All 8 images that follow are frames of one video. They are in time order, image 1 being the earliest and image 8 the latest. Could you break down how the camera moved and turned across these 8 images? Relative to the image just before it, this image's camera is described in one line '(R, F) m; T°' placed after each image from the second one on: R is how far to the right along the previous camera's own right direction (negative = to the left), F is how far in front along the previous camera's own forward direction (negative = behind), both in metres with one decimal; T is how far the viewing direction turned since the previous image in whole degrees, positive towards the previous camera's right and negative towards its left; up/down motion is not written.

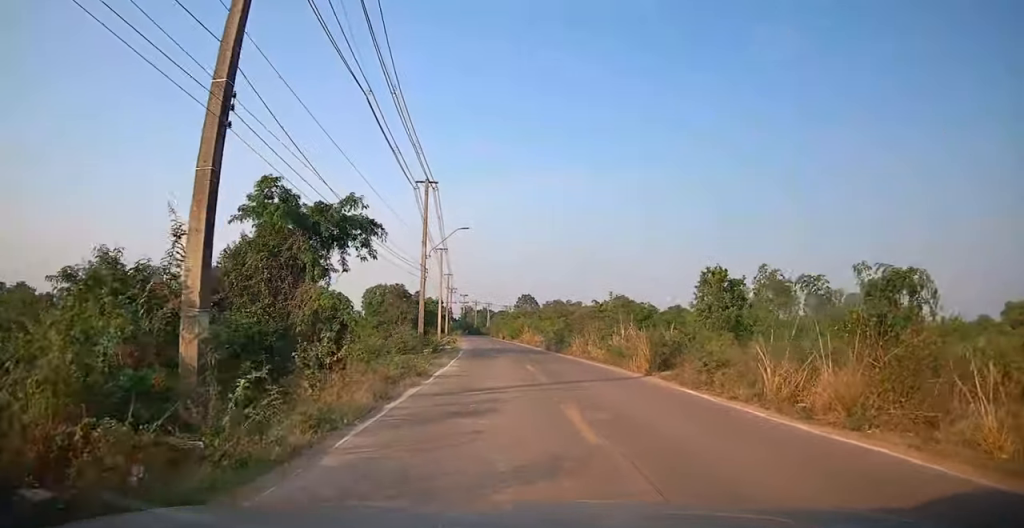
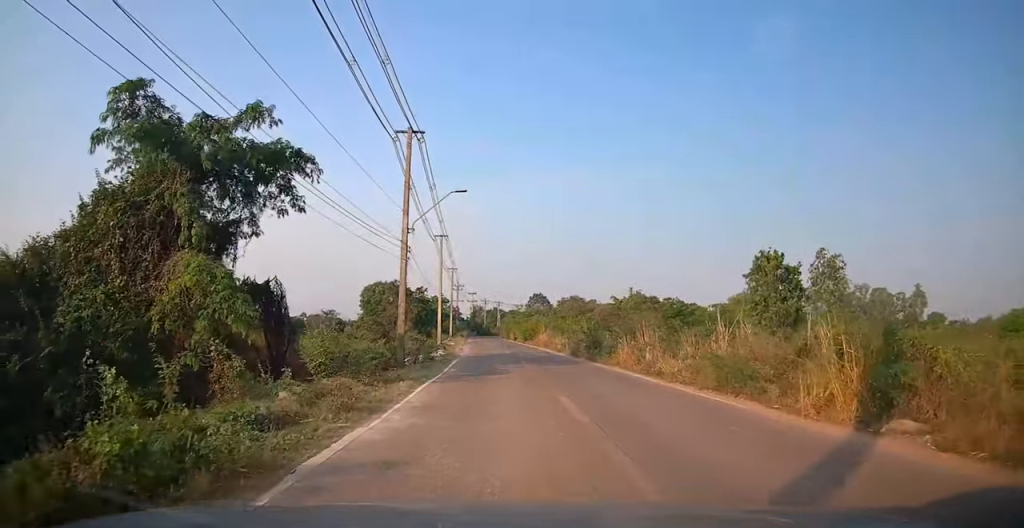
(-0.3, +10.1) m; -3°
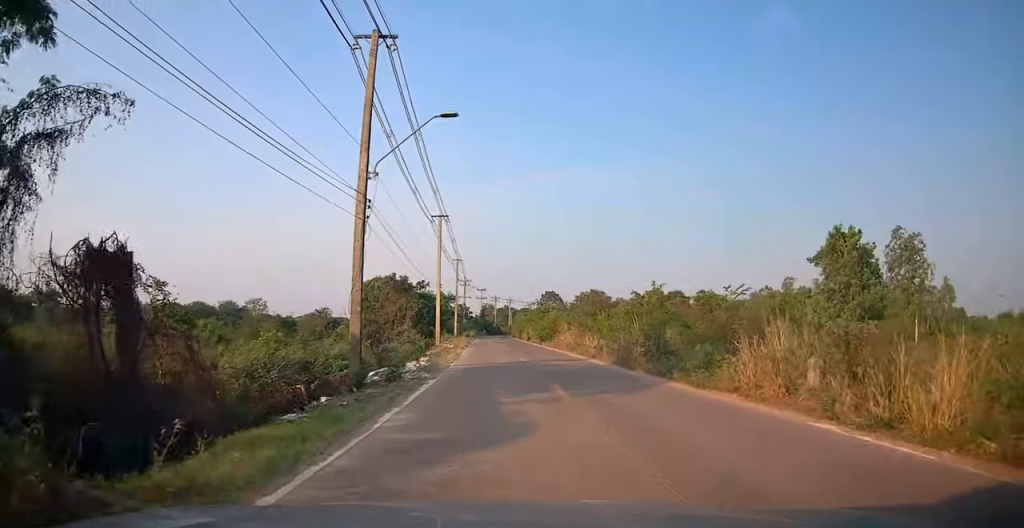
(-0.3, +9.8) m; 0°
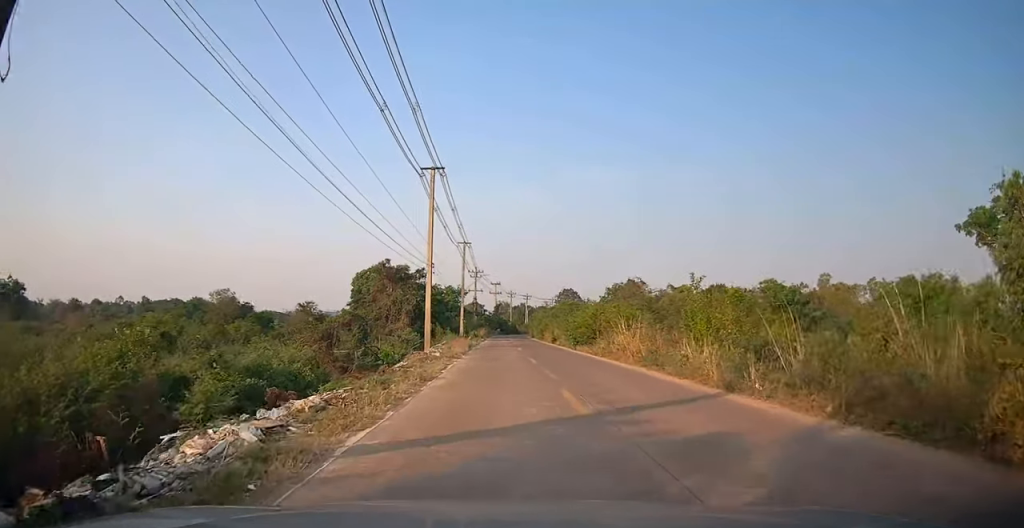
(+0.4, +14.4) m; -2°
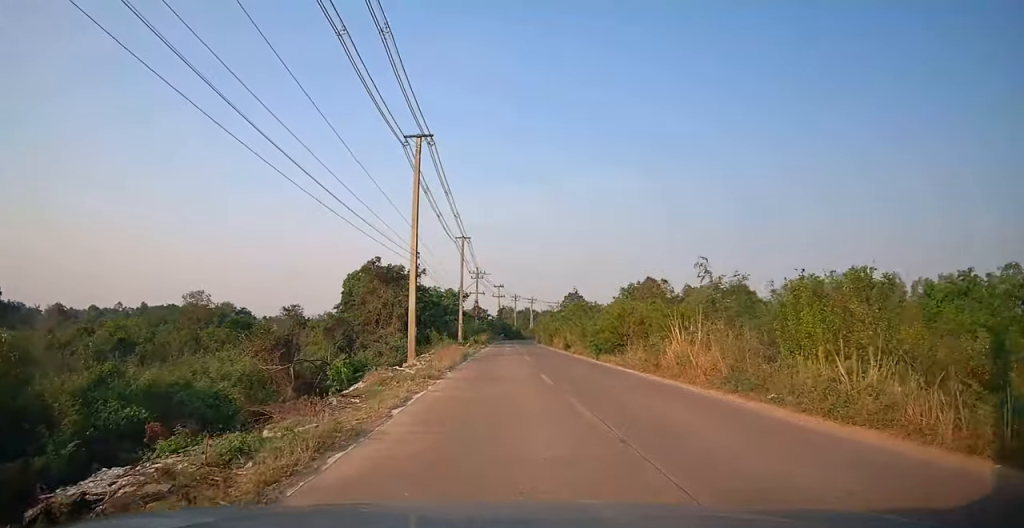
(-0.2, +6.9) m; -2°
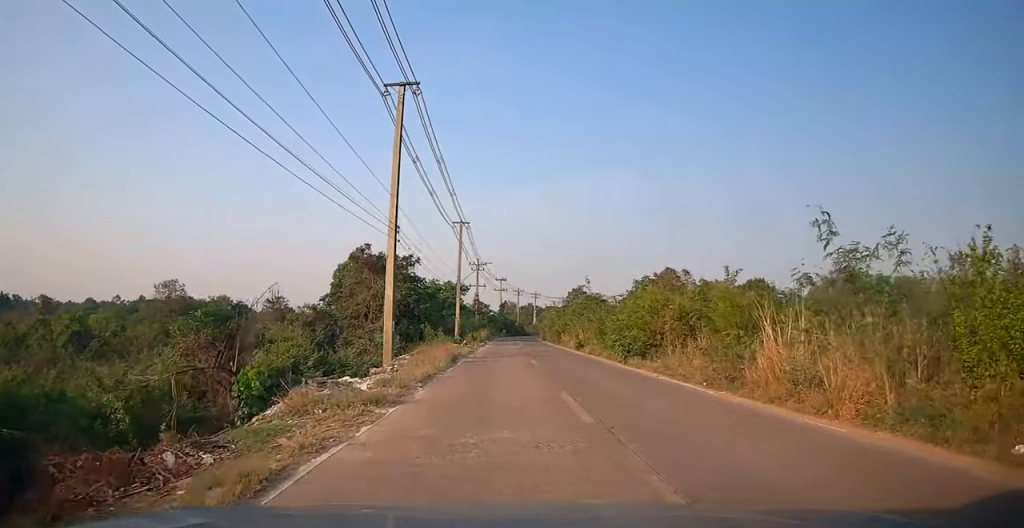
(-0.4, +5.8) m; 0°
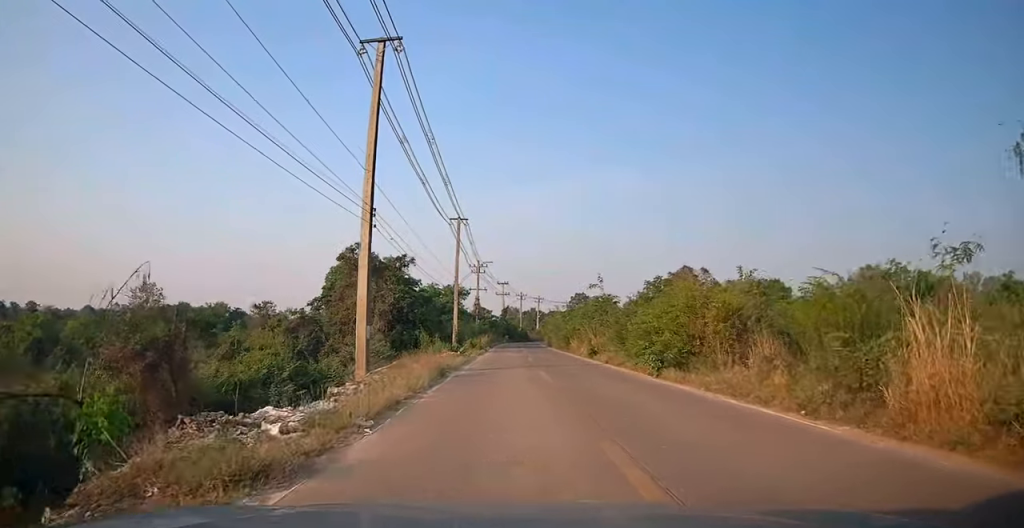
(+0.2, +4.3) m; 0°
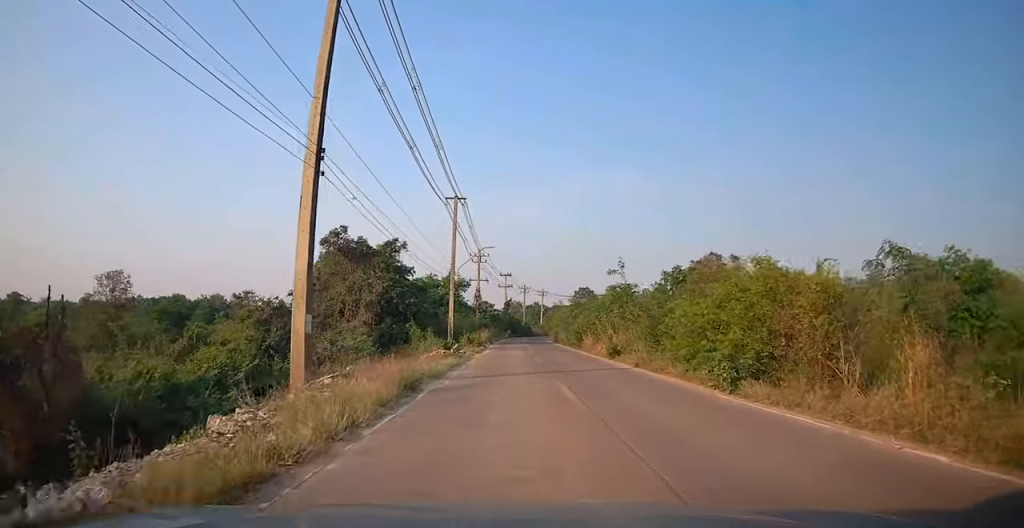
(+0.3, +5.5) m; 0°
